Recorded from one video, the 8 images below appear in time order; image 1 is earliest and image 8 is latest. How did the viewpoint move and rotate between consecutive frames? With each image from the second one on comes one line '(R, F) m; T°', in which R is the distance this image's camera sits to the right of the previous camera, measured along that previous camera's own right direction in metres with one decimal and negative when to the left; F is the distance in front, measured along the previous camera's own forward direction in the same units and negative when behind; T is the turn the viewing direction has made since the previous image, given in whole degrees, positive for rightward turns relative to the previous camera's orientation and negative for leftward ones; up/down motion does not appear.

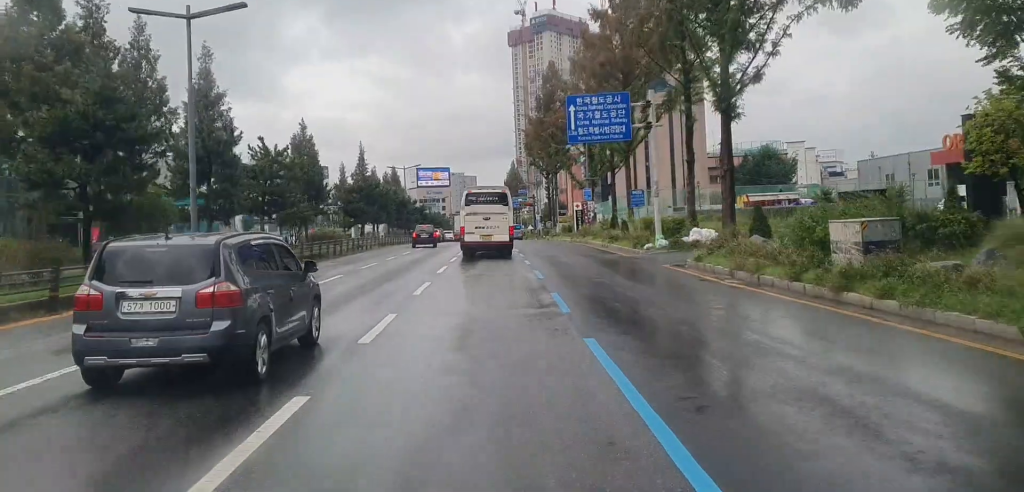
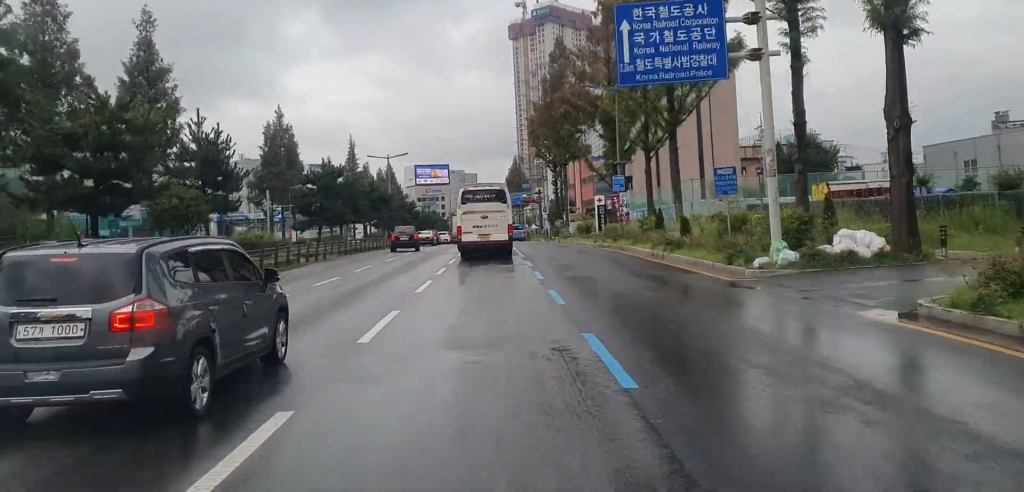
(+0.1, +15.0) m; +1°
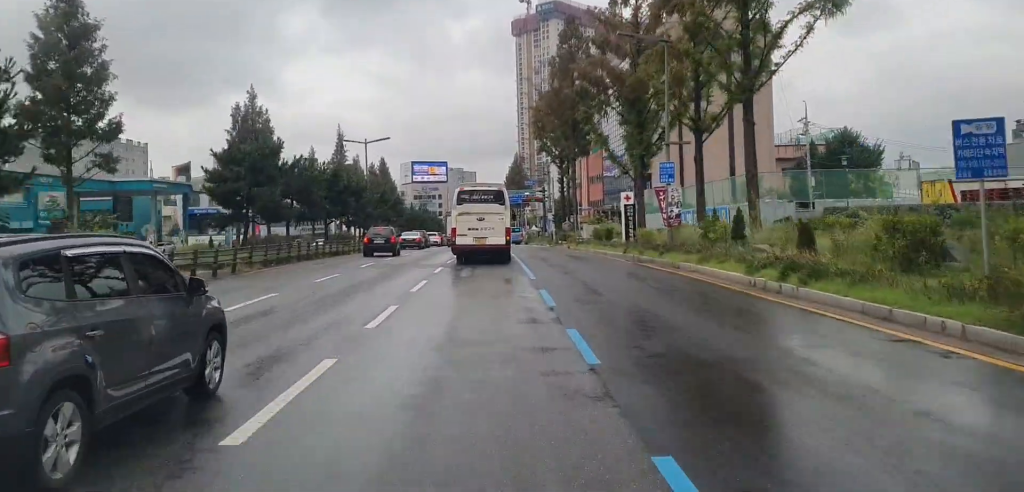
(+0.2, +13.4) m; +1°
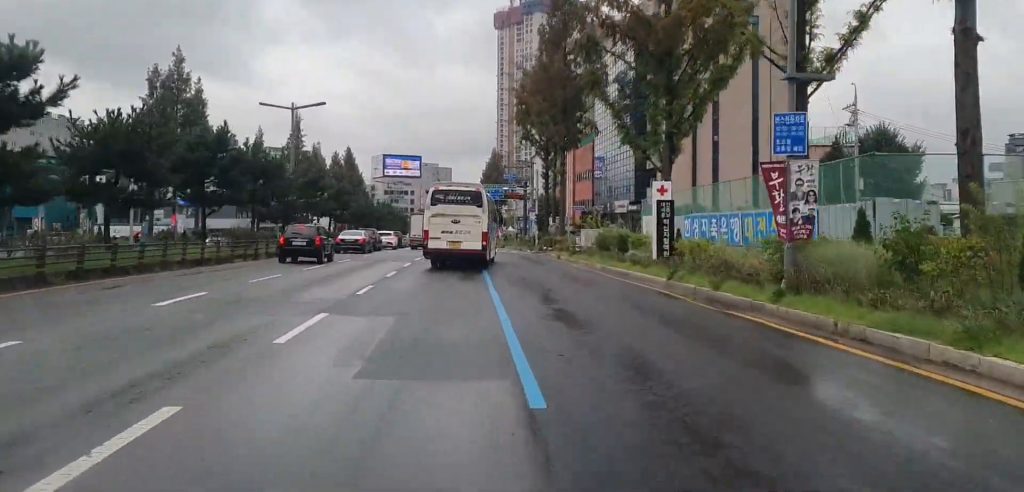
(+0.1, +16.4) m; +2°
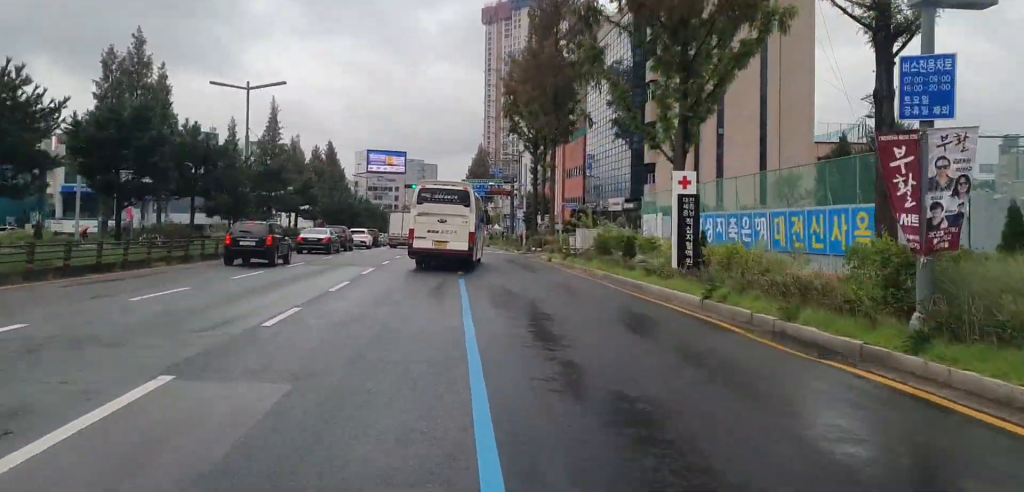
(+0.1, +6.1) m; +1°
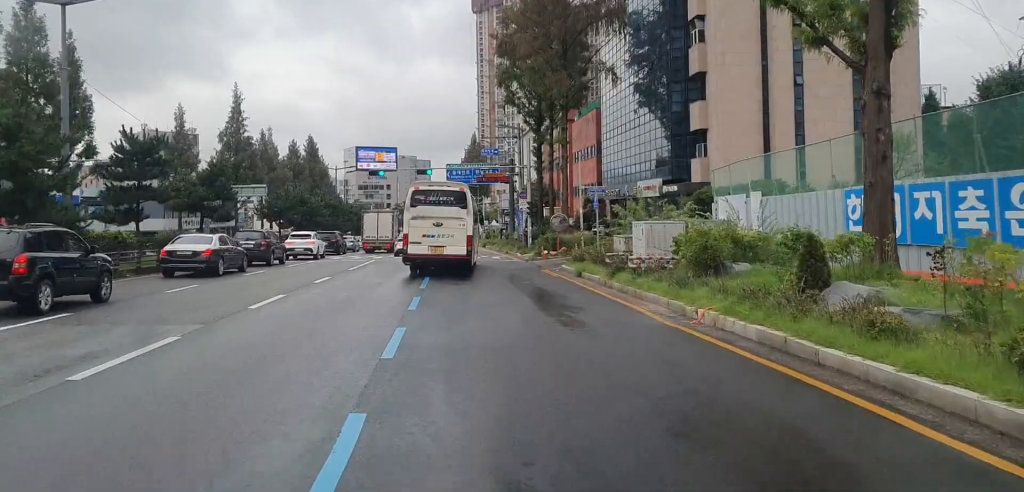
(+0.2, +18.1) m; 0°
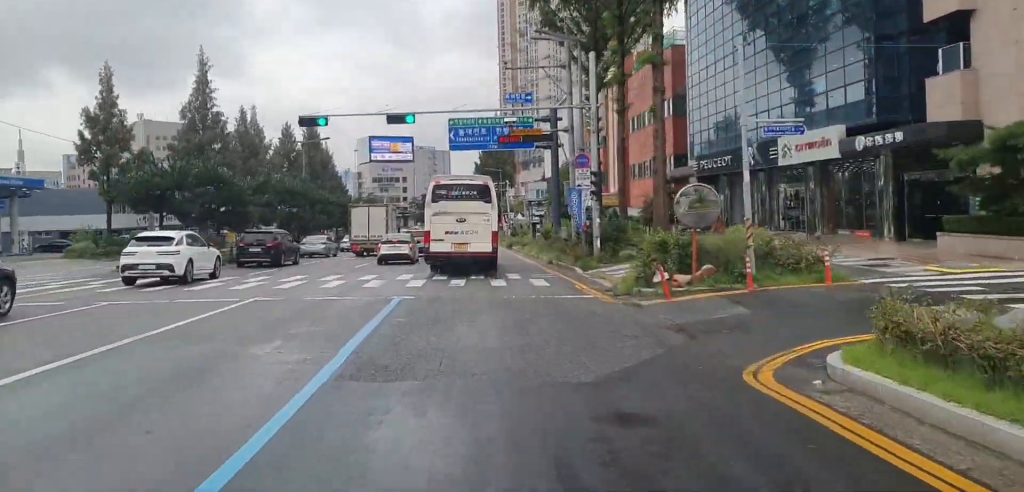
(-0.5, +25.1) m; -2°
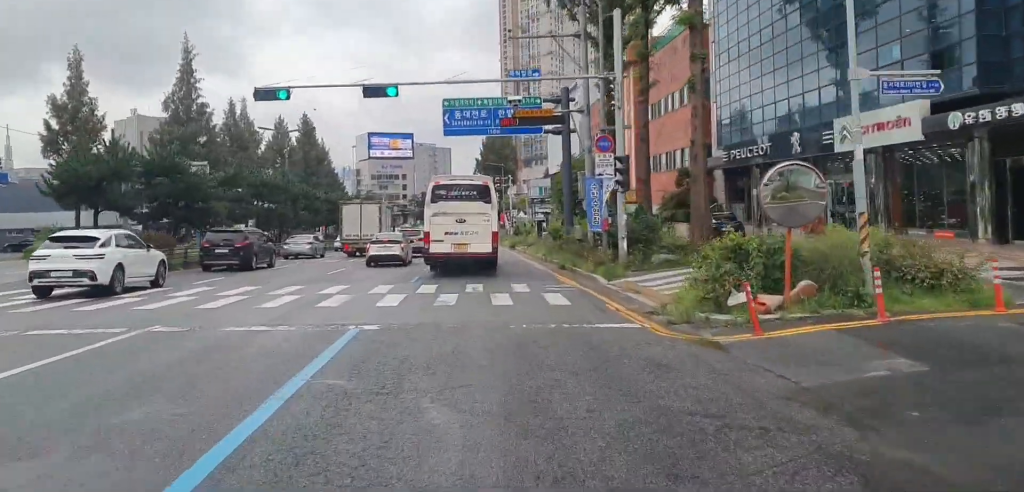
(0.0, +5.7) m; -1°
